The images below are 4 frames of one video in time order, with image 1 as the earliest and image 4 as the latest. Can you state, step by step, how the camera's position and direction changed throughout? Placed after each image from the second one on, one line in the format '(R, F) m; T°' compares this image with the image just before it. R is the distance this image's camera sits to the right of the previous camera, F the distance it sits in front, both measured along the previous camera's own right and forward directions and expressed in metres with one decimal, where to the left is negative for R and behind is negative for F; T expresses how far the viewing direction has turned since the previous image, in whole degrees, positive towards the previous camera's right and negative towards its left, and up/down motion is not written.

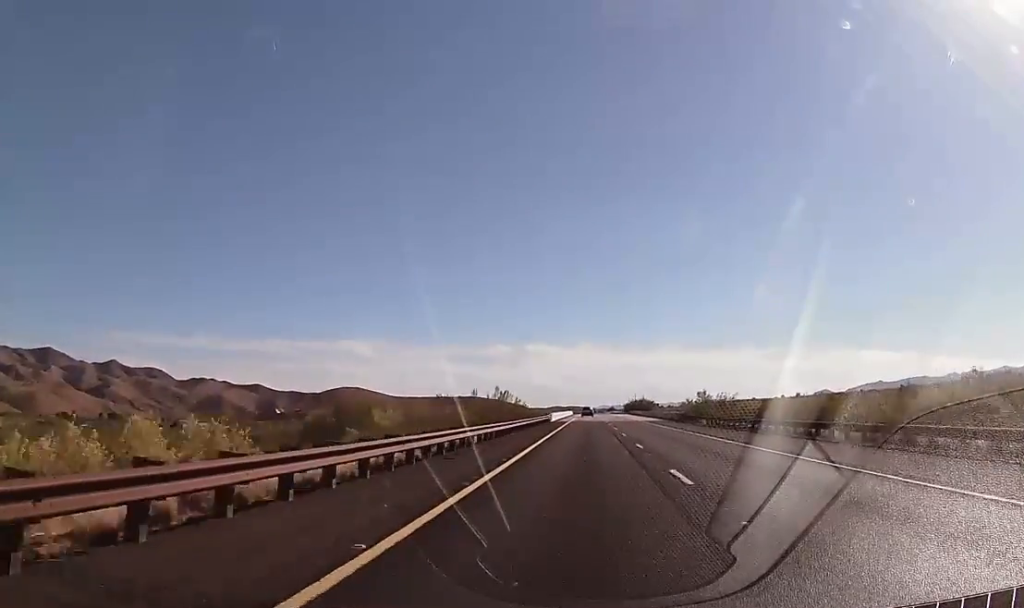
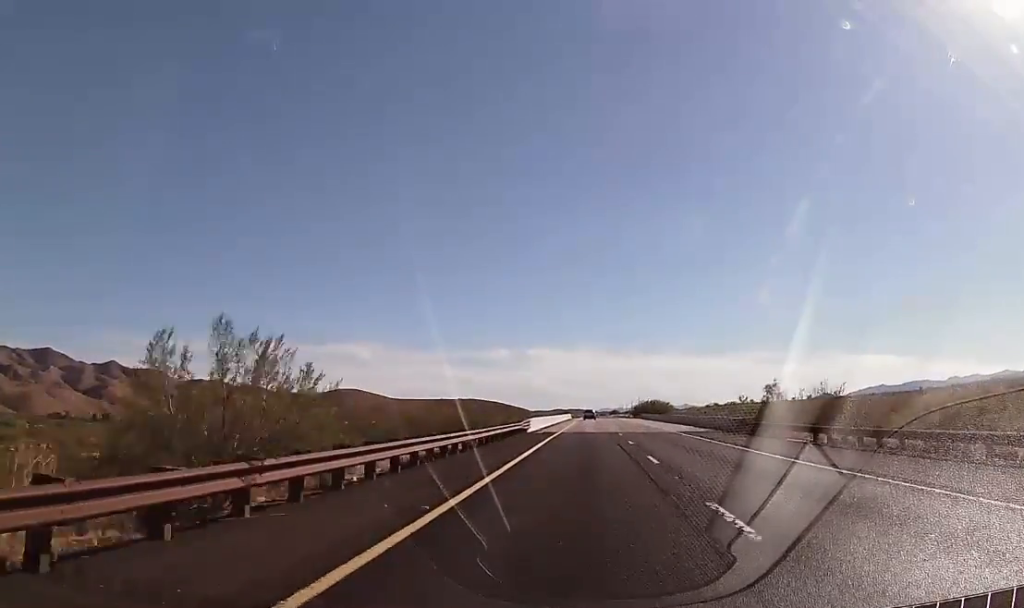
(0.0, +30.3) m; 0°
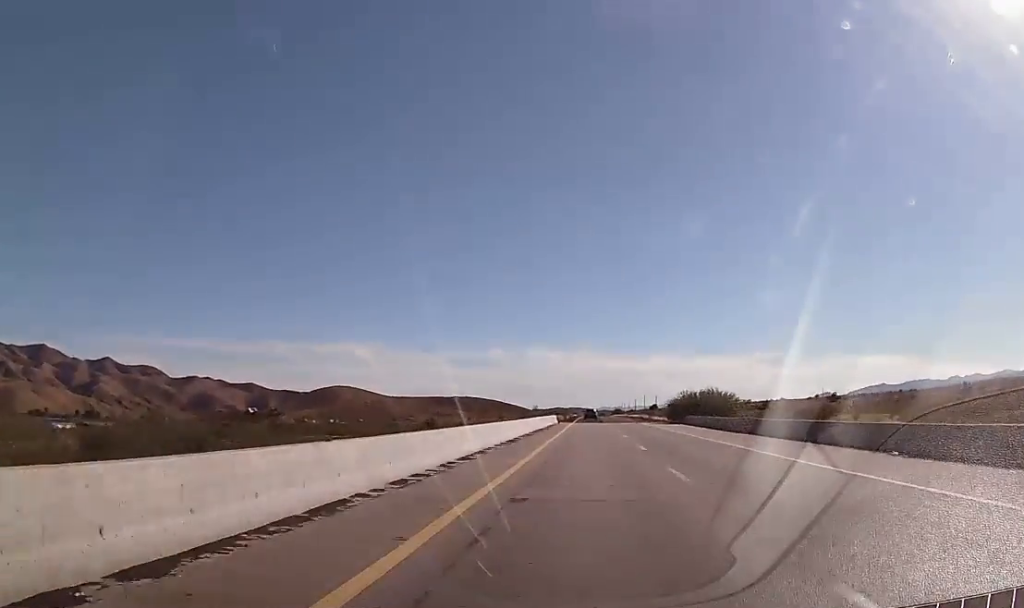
(+0.6, +66.6) m; +1°
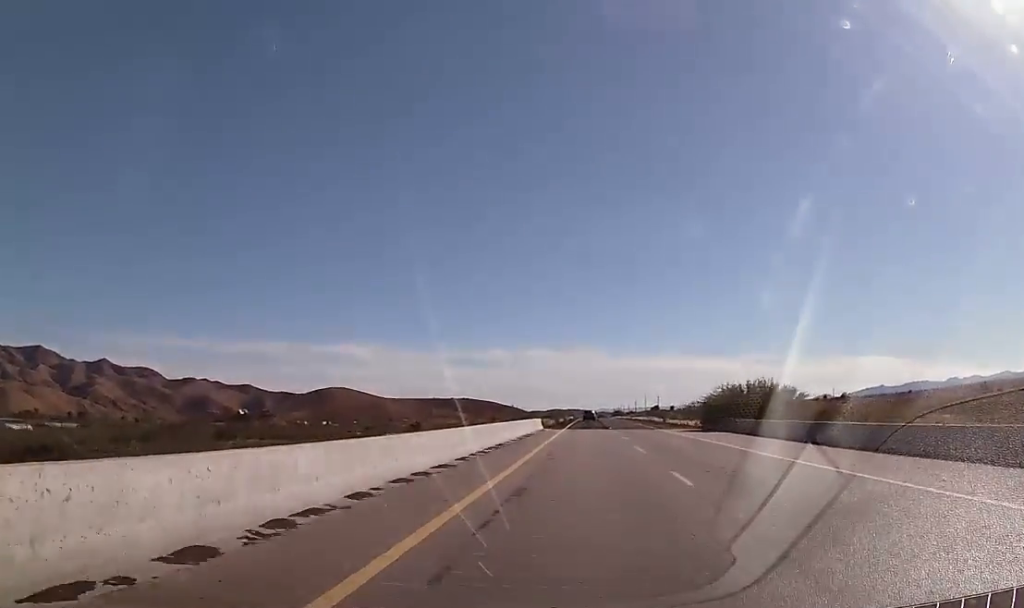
(0.0, +25.1) m; 0°
